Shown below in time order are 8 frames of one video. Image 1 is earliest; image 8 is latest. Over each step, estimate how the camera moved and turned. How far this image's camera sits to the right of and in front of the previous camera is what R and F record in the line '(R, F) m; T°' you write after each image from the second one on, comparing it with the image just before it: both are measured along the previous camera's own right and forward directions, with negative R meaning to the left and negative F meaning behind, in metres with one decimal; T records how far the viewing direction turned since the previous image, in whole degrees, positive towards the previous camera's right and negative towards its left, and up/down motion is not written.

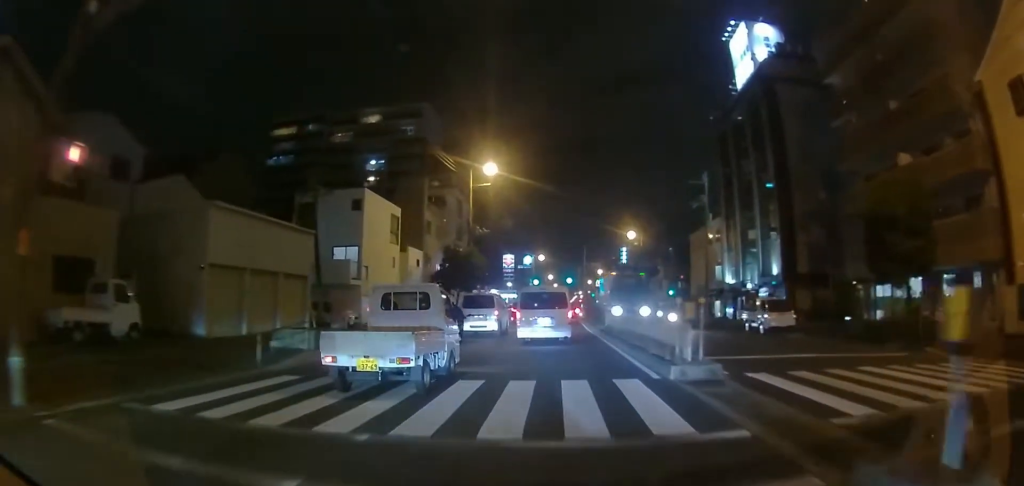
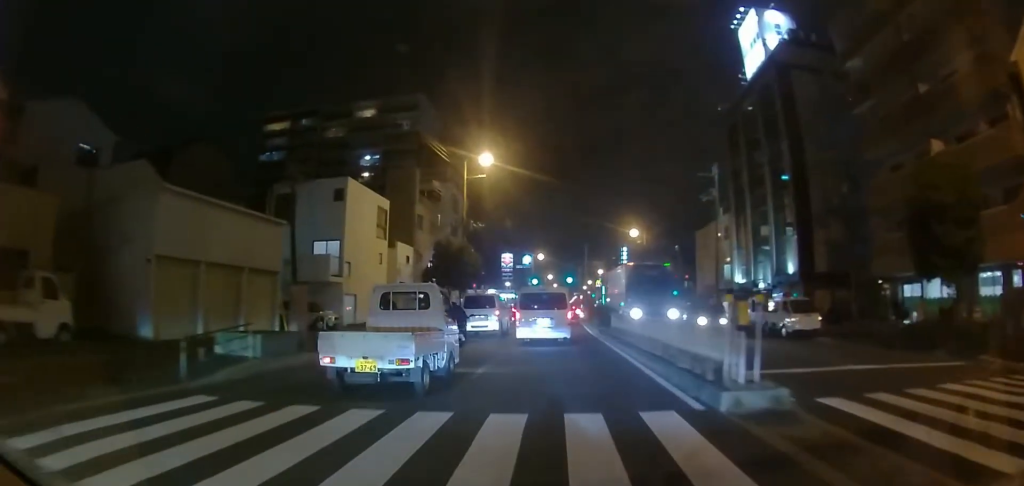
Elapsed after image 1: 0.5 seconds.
(0.0, +2.9) m; 0°
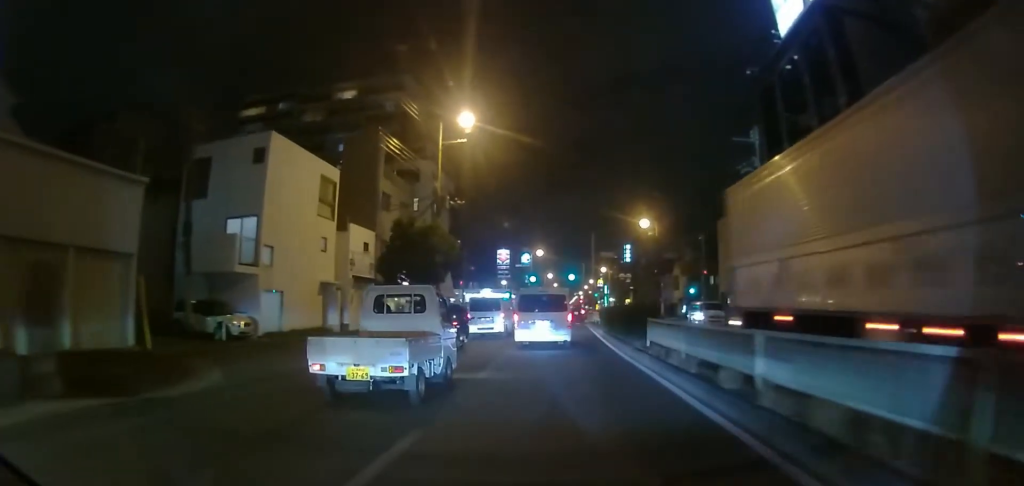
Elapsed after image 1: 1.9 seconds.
(0.0, +9.0) m; 0°
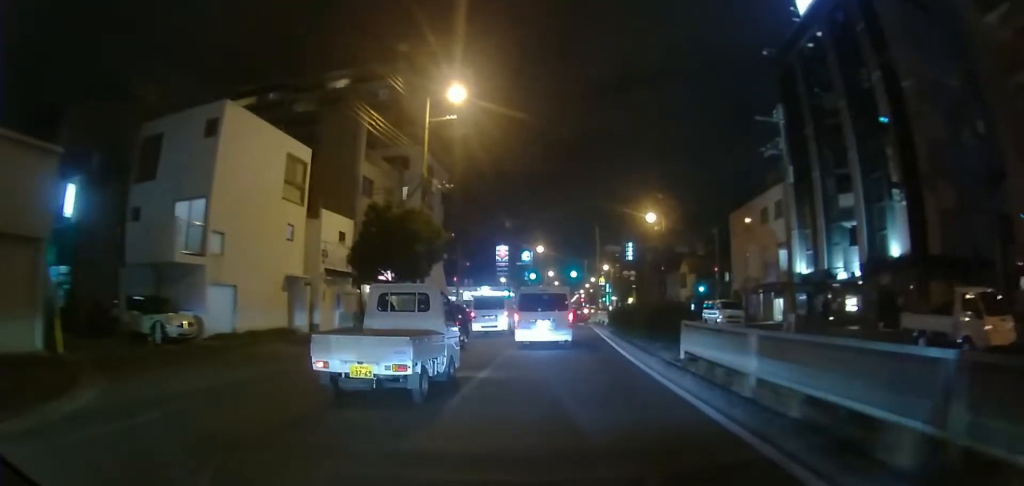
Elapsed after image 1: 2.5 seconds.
(0.0, +3.9) m; 0°
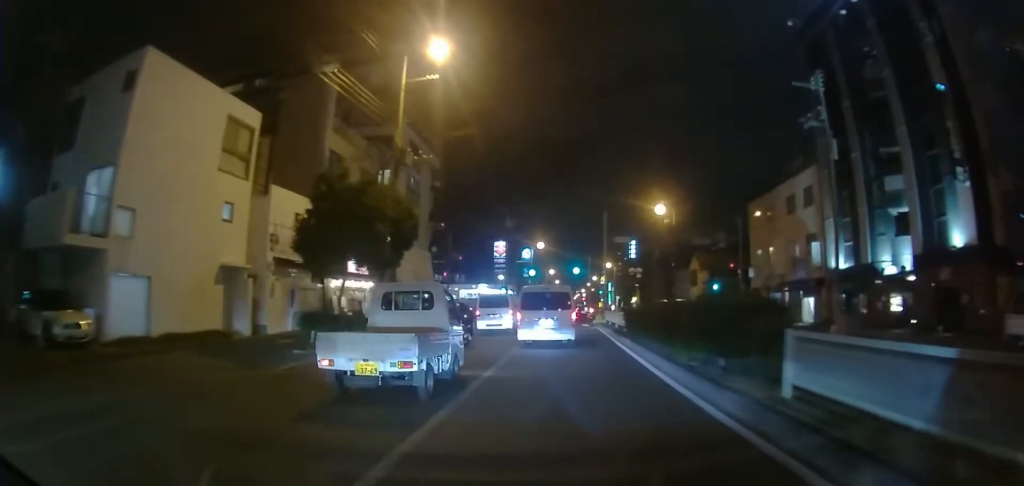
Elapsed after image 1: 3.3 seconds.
(0.0, +4.9) m; 0°
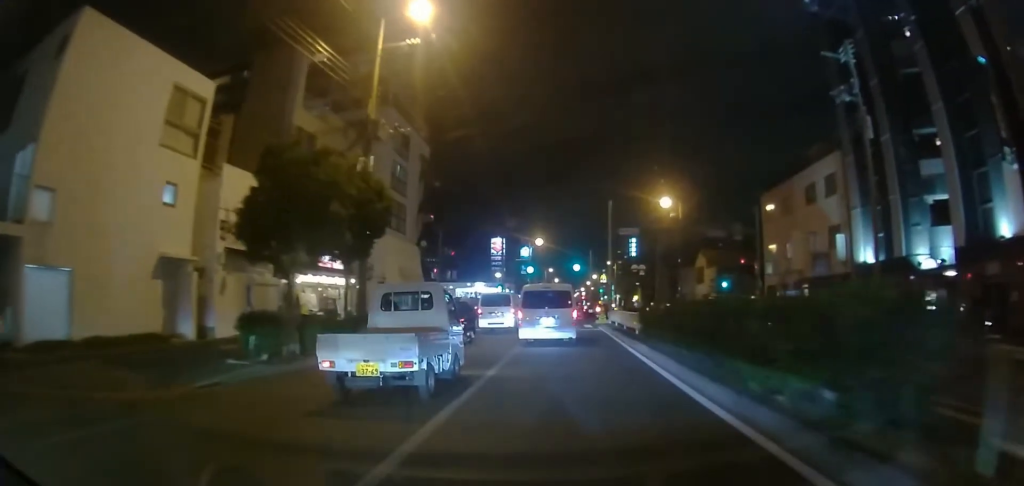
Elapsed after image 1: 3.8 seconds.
(0.0, +3.5) m; 0°
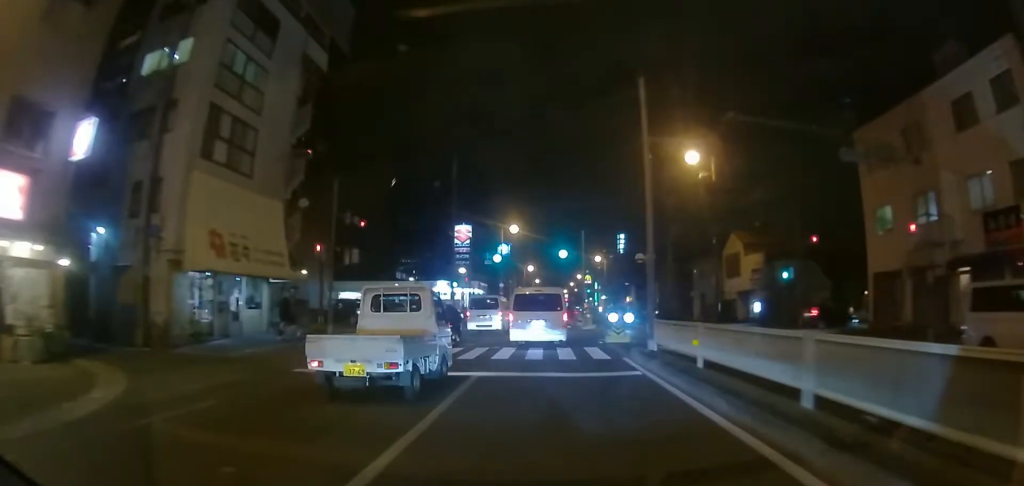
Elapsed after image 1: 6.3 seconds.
(0.0, +18.1) m; 0°
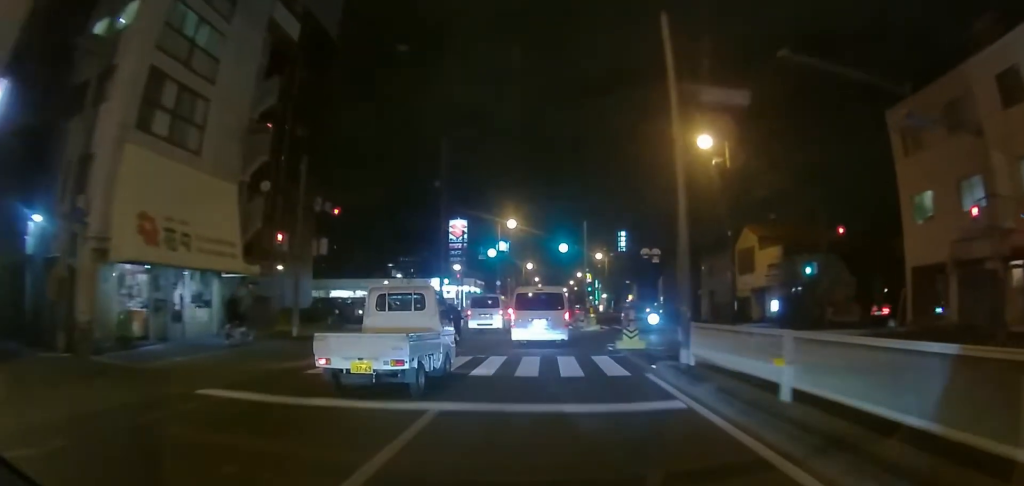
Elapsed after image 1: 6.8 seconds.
(0.0, +3.8) m; 0°
